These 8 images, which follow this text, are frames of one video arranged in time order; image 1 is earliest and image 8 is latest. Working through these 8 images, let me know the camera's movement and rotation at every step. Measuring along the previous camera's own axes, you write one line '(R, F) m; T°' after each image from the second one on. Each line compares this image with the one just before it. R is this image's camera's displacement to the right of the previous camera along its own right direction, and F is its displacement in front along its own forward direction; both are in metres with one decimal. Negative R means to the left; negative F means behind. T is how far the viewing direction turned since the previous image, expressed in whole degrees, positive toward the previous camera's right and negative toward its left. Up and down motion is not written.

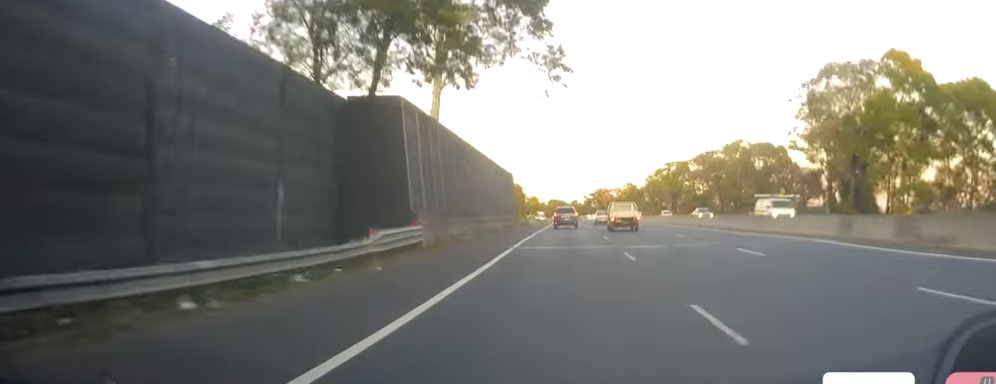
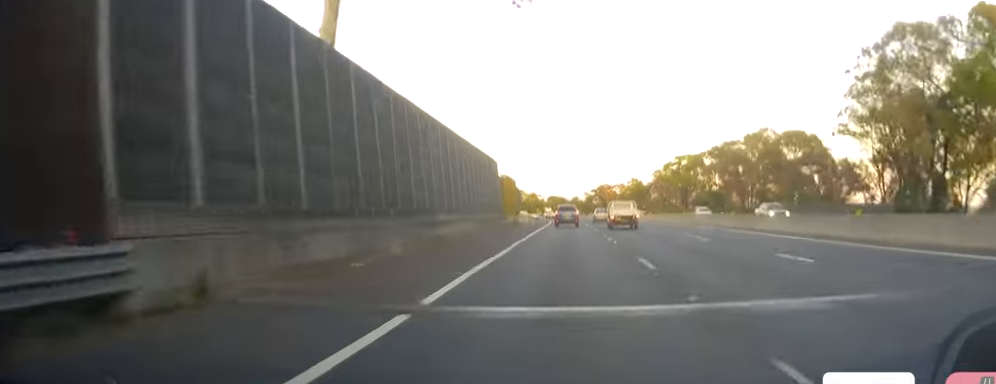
(-0.1, +15.9) m; +1°
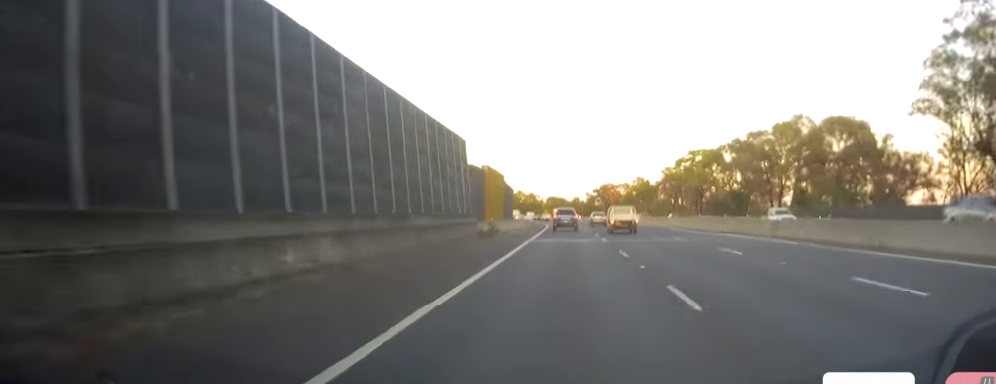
(0.0, +16.9) m; +1°
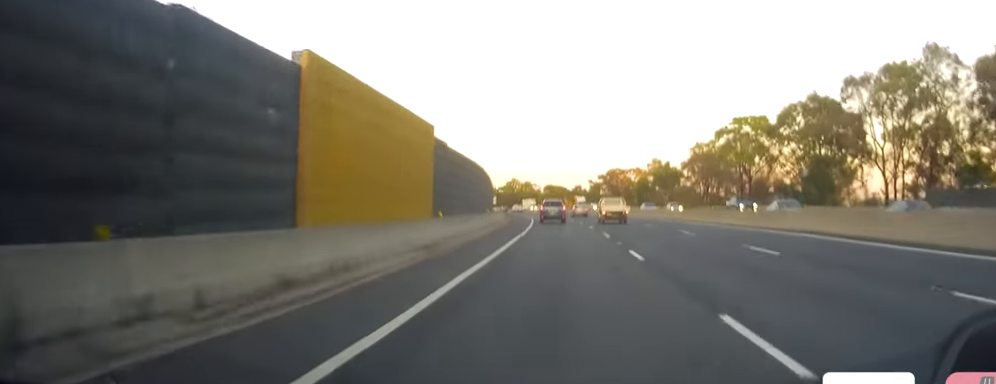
(+0.1, +38.5) m; -1°
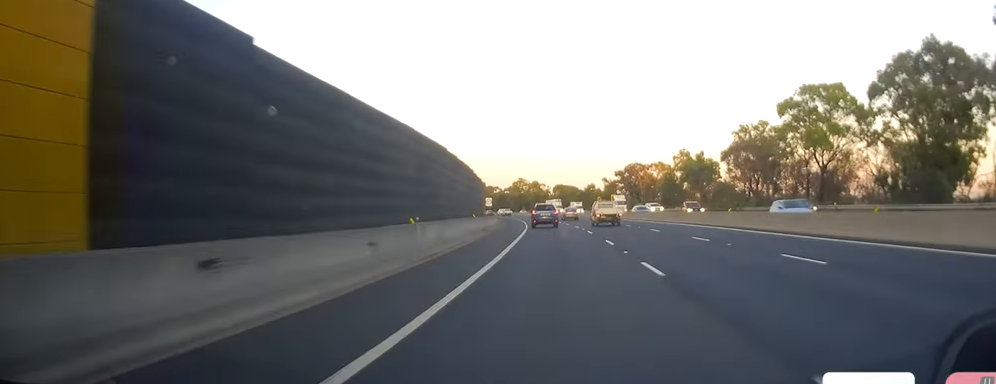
(-0.2, +26.8) m; 0°
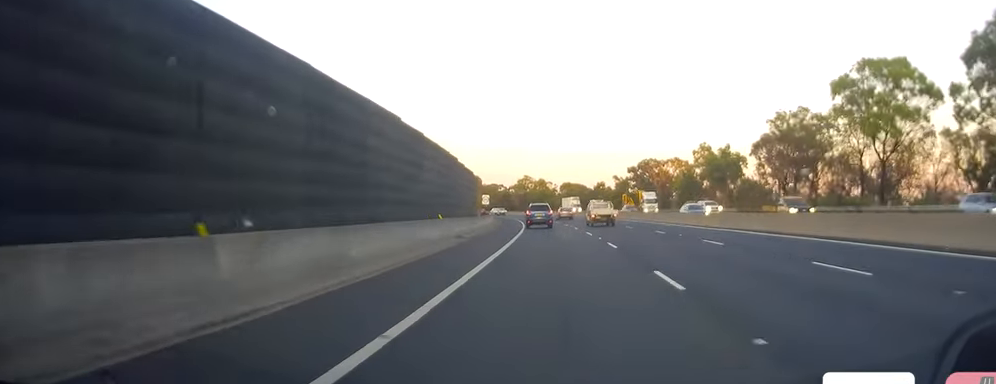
(0.0, +14.2) m; 0°
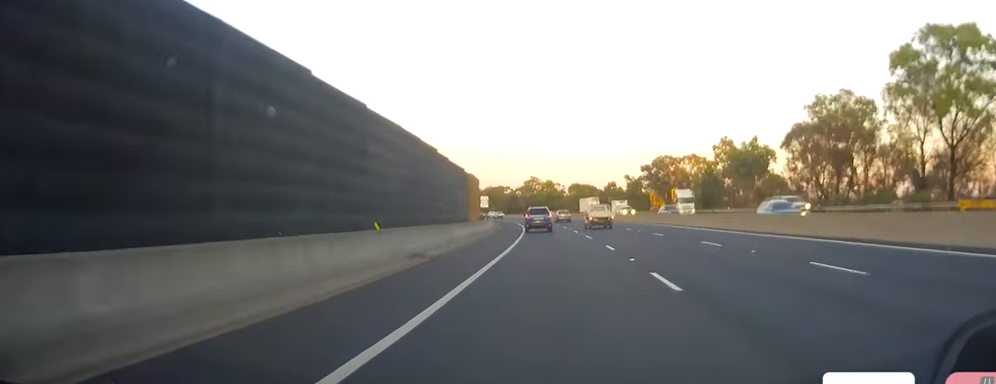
(+0.2, +11.6) m; -1°
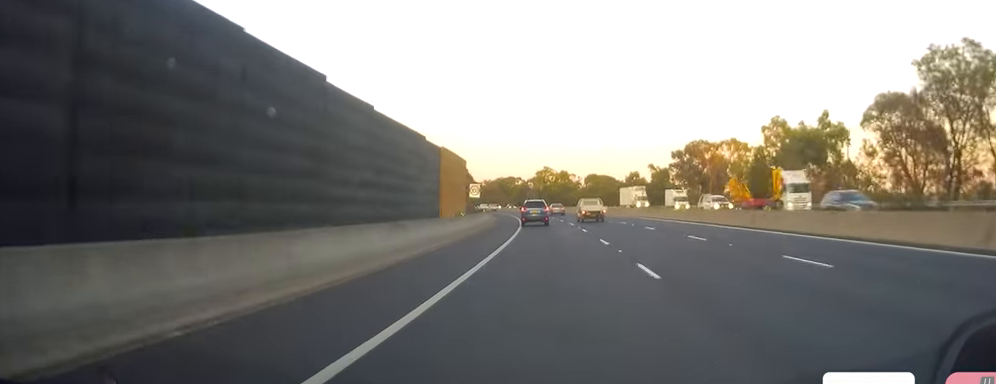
(-0.2, +22.2) m; -1°
